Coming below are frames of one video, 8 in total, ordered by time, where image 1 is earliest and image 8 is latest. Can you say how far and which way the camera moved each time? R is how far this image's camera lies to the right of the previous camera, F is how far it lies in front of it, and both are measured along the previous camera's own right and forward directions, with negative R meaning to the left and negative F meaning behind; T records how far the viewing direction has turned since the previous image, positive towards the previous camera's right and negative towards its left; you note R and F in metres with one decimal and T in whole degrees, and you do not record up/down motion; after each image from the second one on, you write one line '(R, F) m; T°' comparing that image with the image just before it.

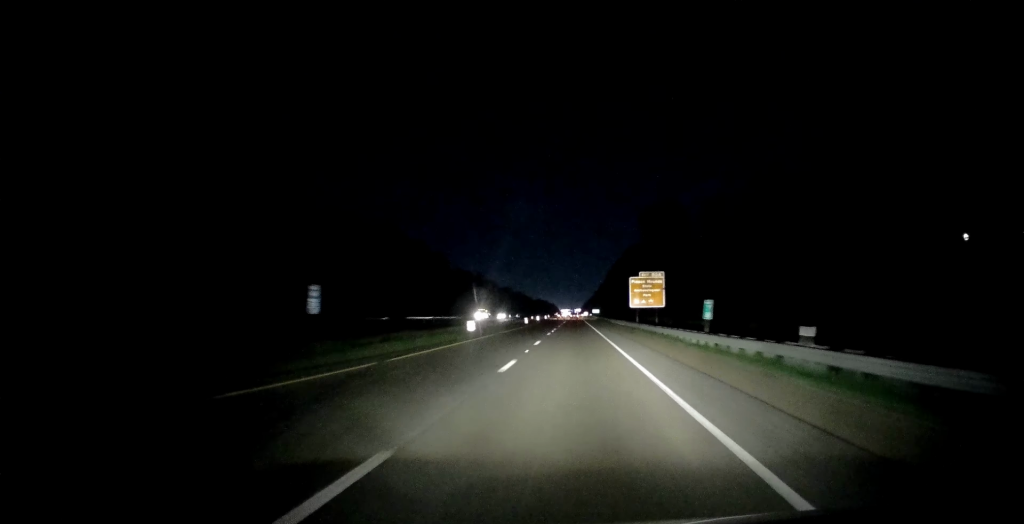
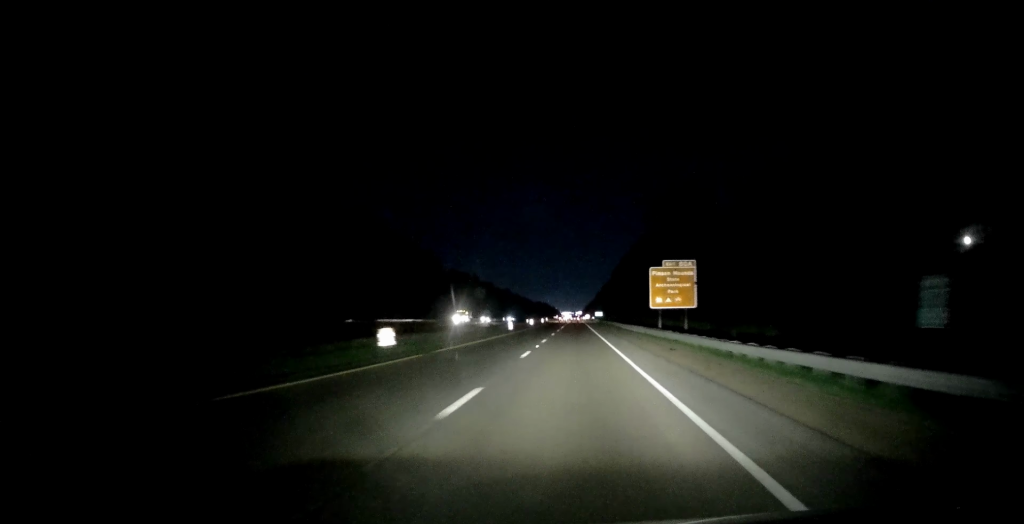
(-0.2, +19.2) m; 0°
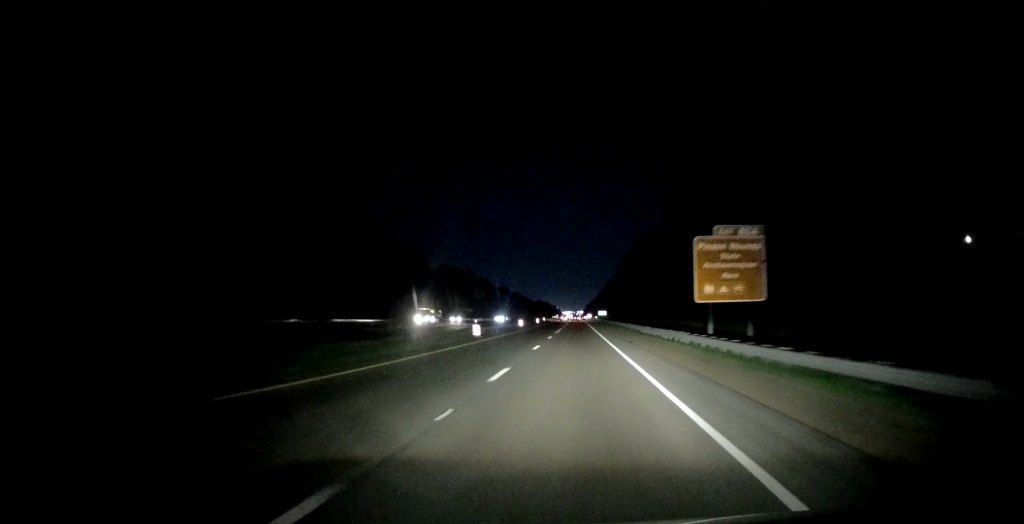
(+0.1, +20.2) m; 0°
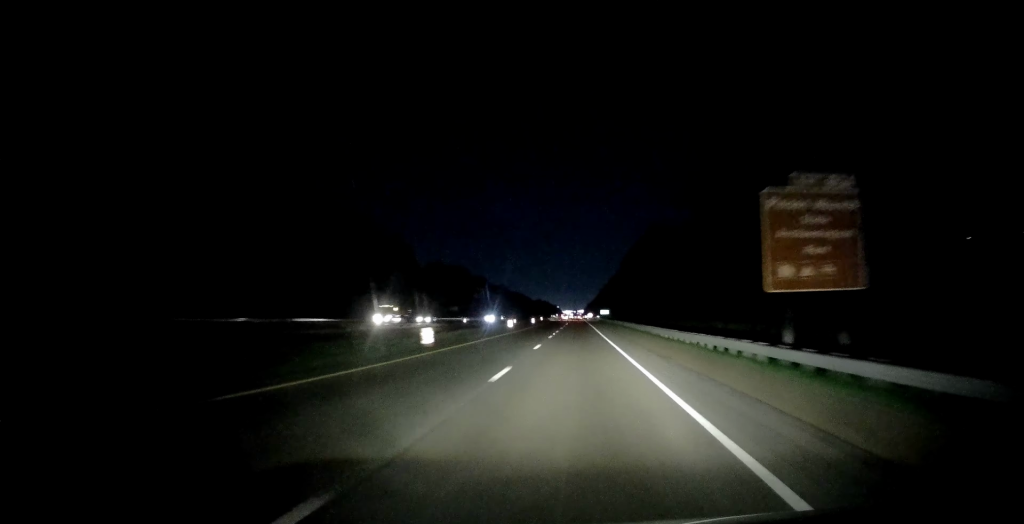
(+0.1, +12.8) m; 0°
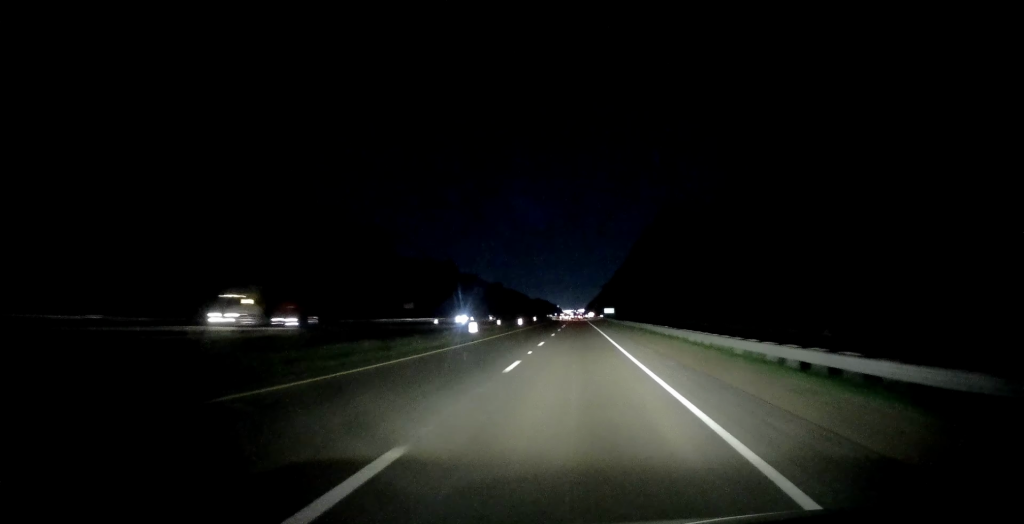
(0.0, +23.5) m; 0°
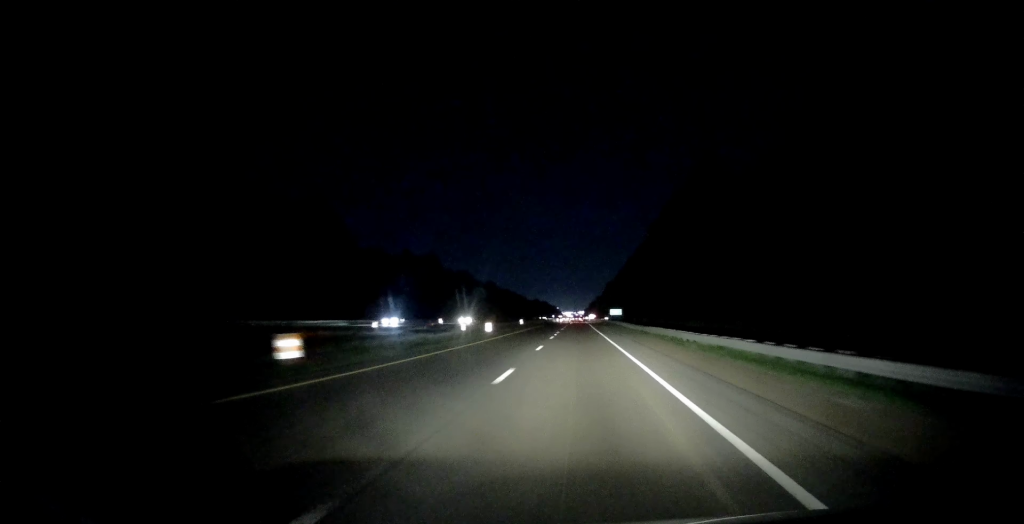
(+0.1, +27.8) m; 0°
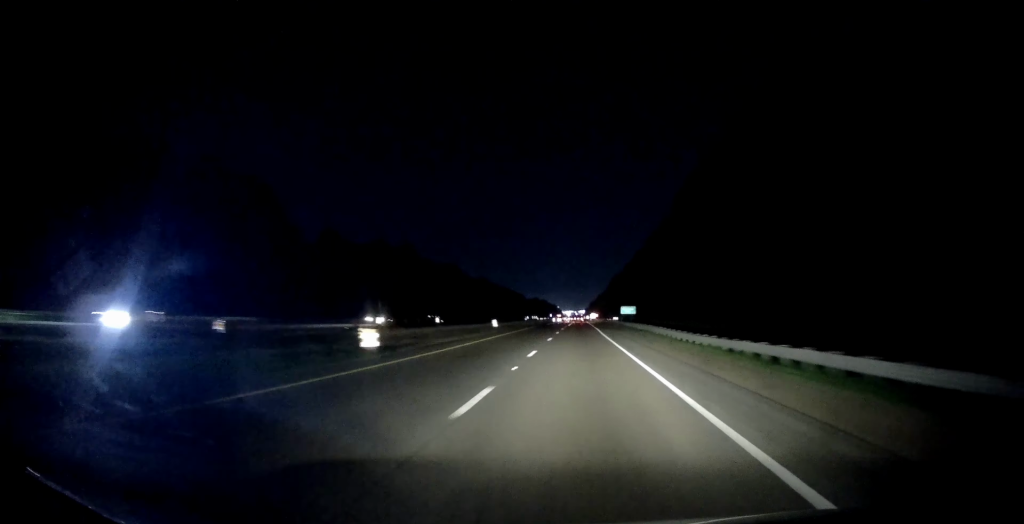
(-0.1, +29.8) m; 0°
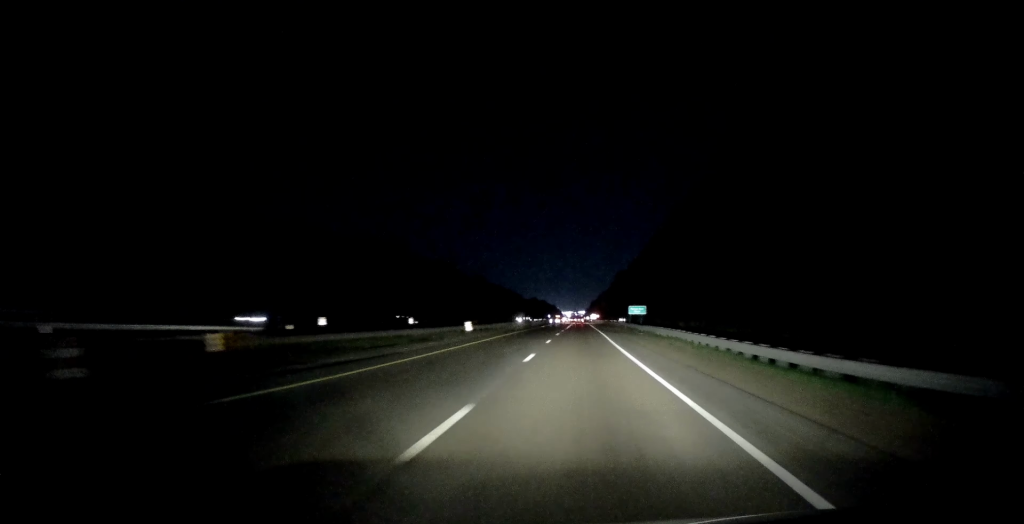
(-0.4, +14.9) m; 0°
